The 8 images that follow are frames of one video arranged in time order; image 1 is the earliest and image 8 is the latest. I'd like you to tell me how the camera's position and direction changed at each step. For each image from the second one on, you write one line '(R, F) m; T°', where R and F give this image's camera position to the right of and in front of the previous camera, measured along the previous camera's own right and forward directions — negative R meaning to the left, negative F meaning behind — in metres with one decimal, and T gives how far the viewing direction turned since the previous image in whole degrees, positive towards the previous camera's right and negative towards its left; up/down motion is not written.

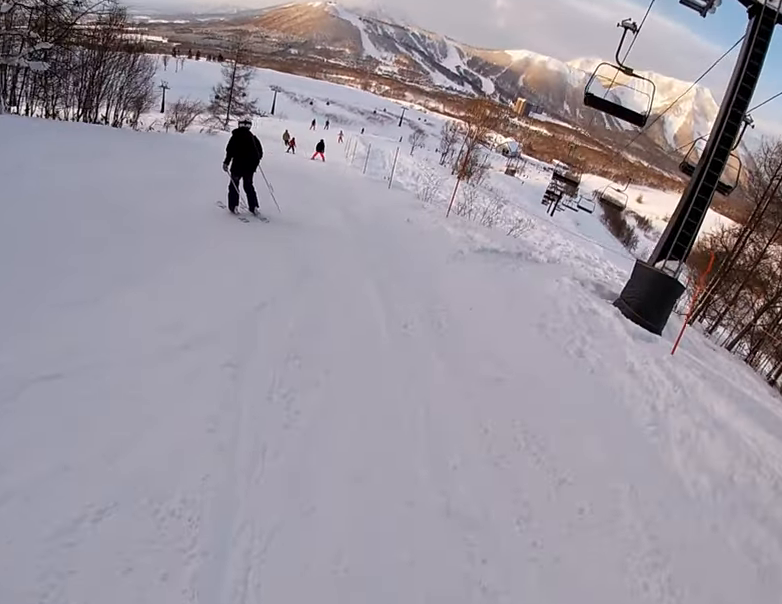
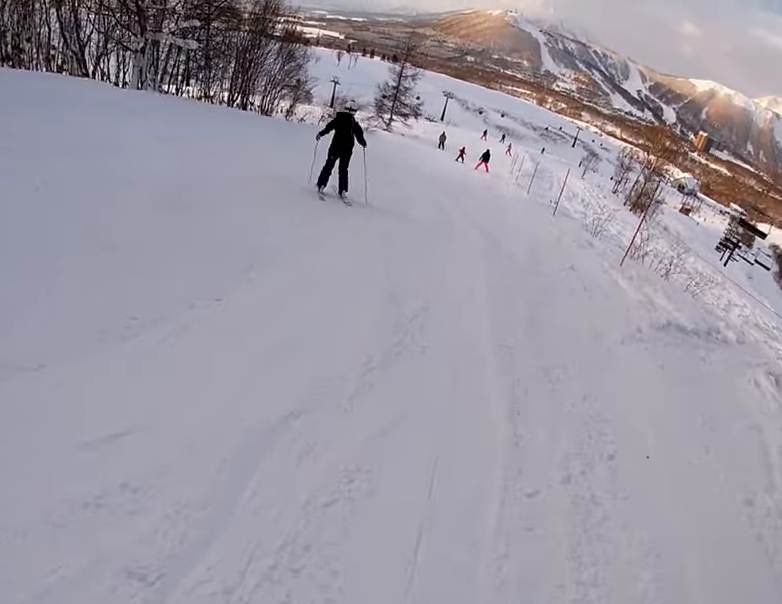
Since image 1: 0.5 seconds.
(0.0, +2.2) m; -29°
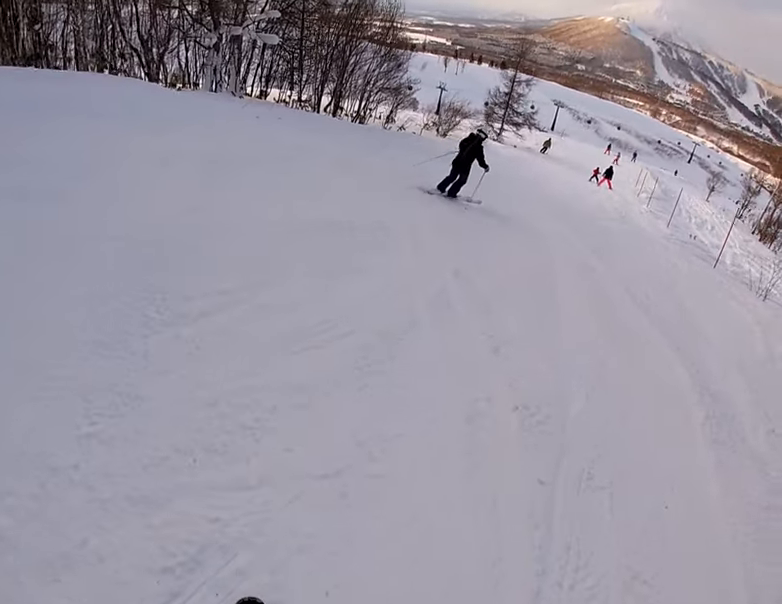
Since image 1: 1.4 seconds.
(-1.8, +3.2) m; -12°
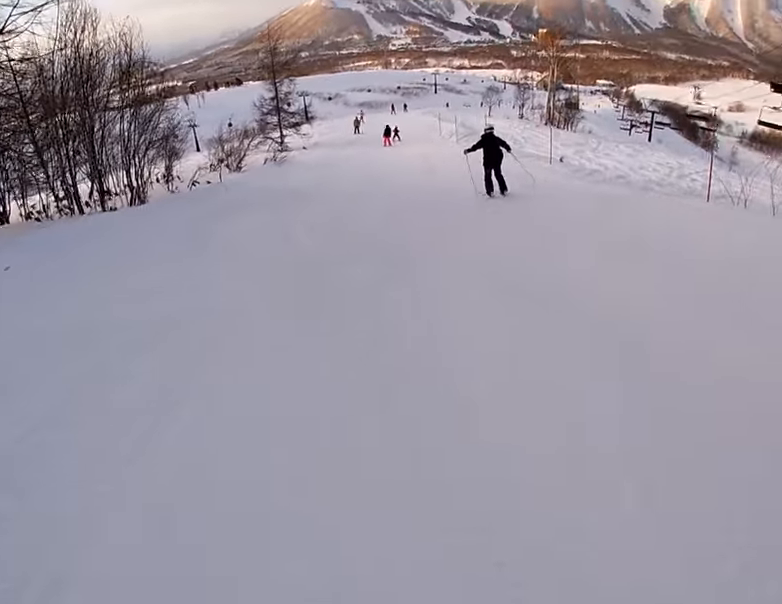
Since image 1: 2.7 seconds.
(+1.3, +6.1) m; +23°
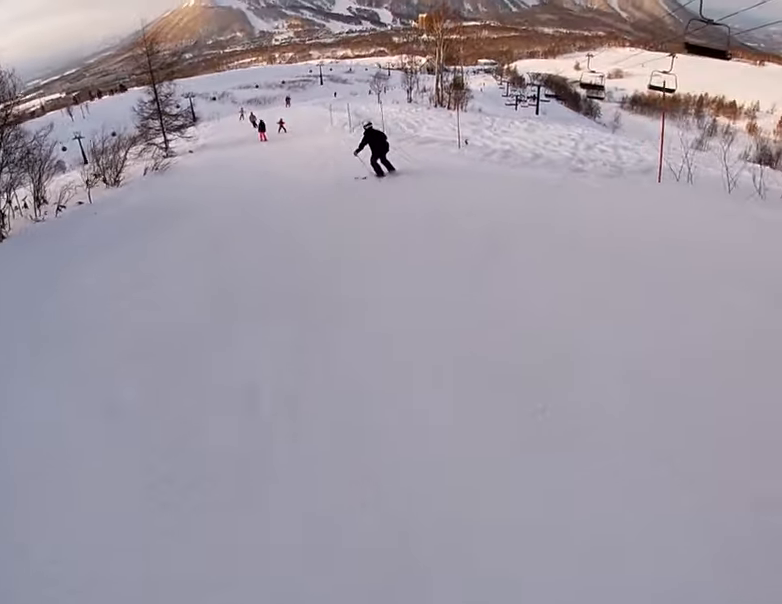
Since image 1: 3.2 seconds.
(+0.3, +2.2) m; +4°
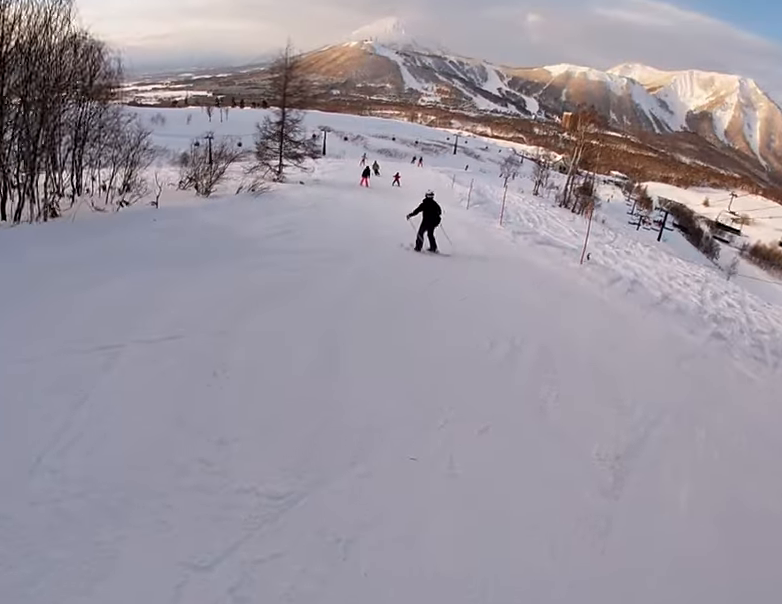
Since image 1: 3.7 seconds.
(+0.1, +2.4) m; +2°
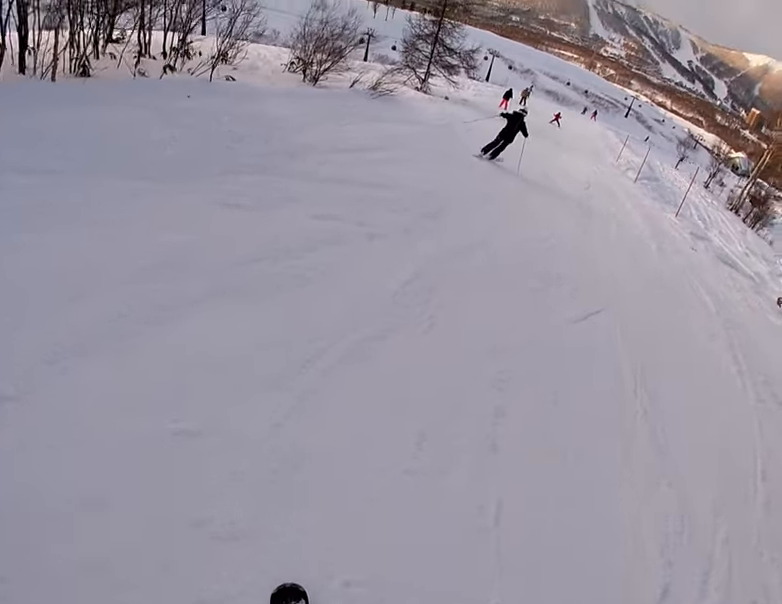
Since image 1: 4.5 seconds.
(+0.1, +3.8) m; -4°
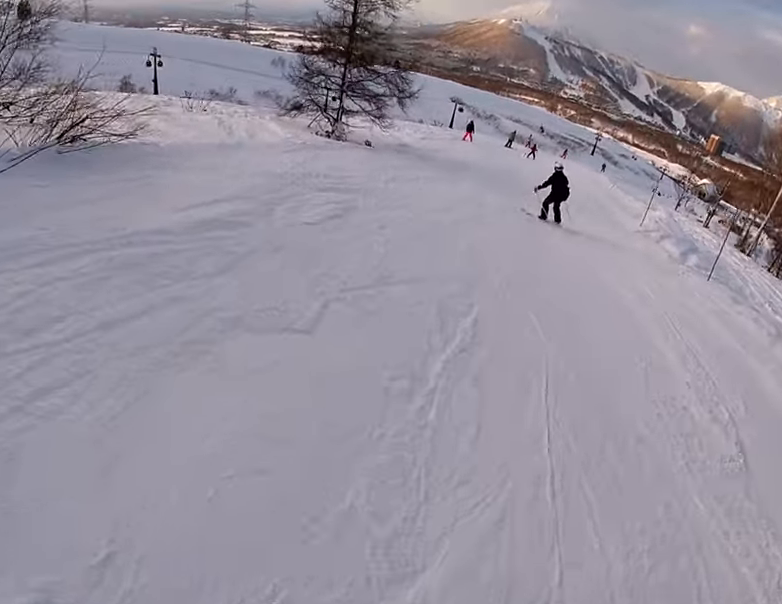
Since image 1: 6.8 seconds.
(+1.7, +11.7) m; +7°
